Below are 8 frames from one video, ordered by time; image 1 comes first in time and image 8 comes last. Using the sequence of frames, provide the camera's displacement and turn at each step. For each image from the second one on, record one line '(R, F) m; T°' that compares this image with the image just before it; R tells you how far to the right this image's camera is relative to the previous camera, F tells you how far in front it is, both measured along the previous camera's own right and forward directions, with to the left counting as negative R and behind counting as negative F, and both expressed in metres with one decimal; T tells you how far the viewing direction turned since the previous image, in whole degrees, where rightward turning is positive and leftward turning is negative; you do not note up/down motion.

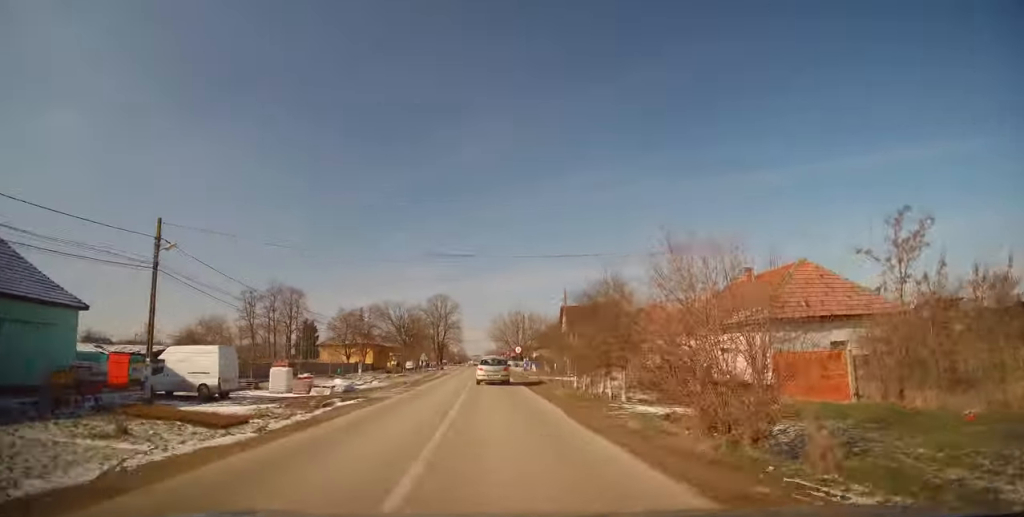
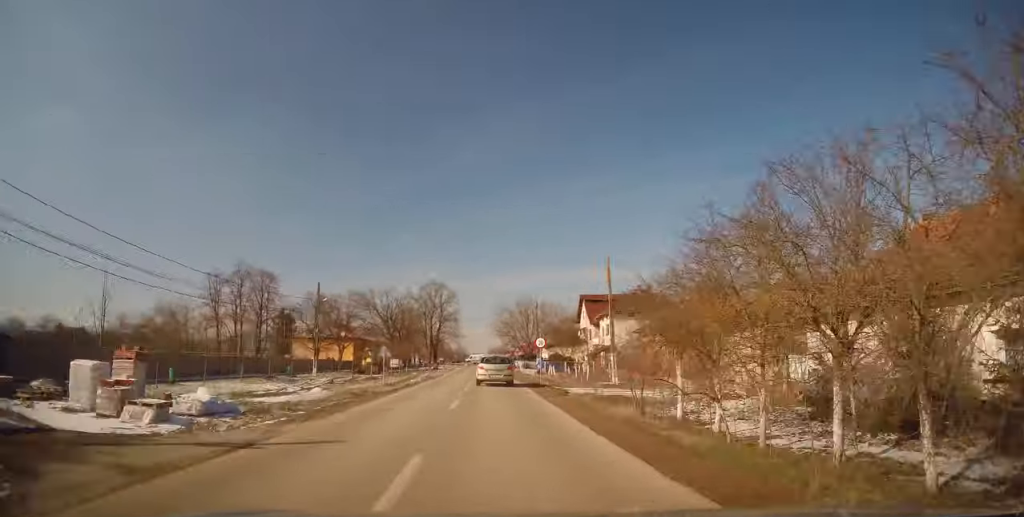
(+0.2, +17.5) m; 0°
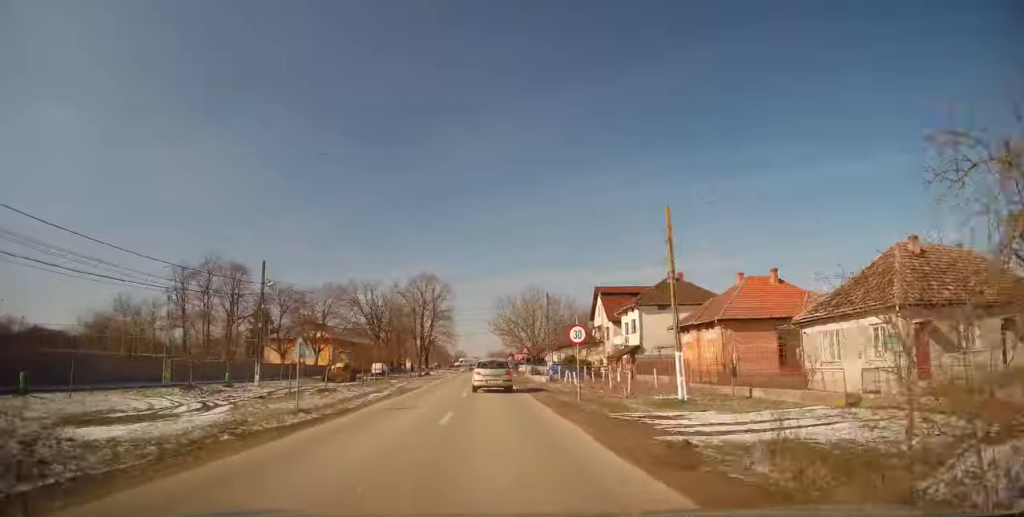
(-0.1, +11.9) m; 0°
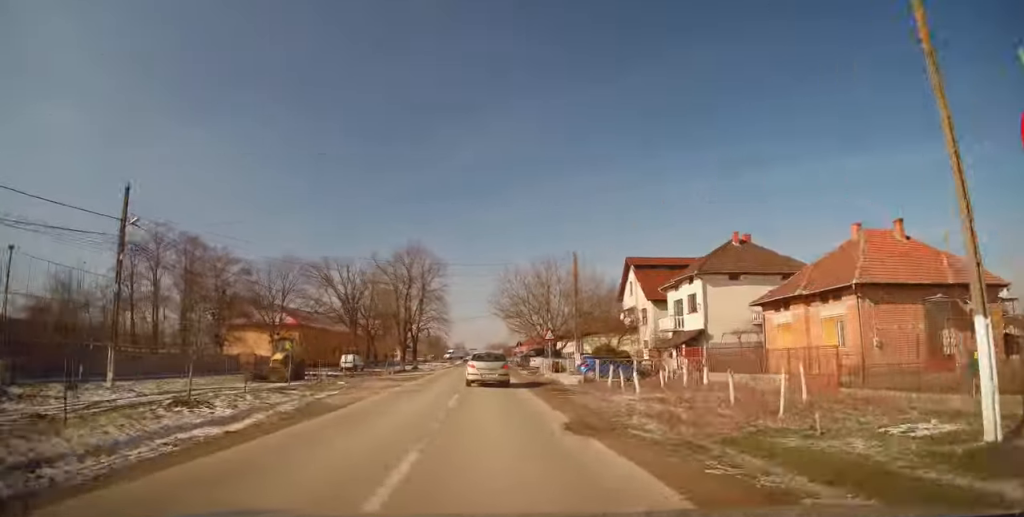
(-0.1, +15.3) m; 0°
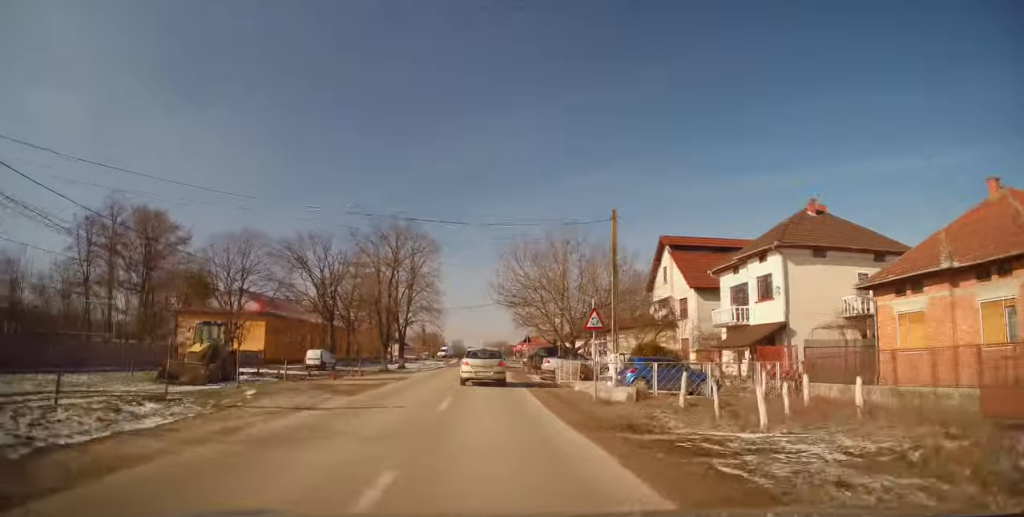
(+0.2, +10.5) m; 0°
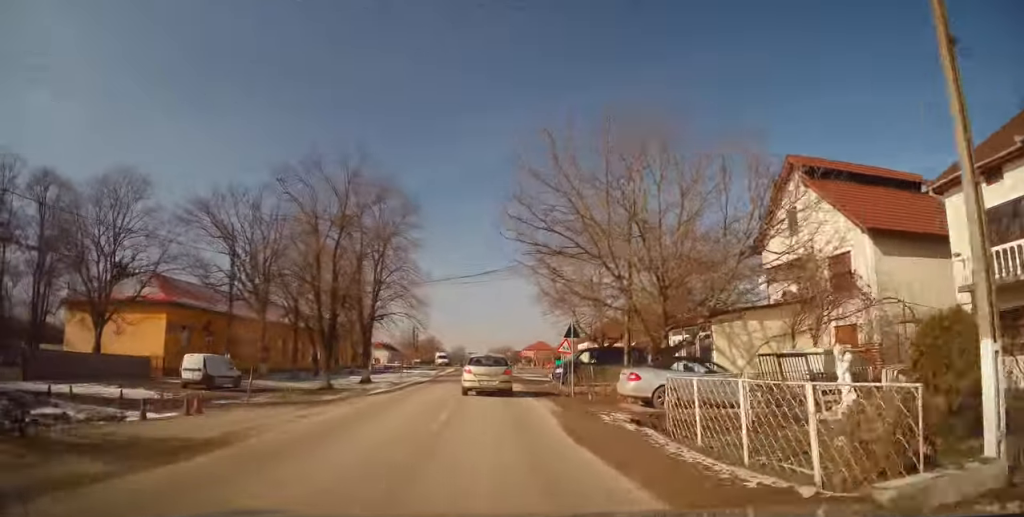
(-0.4, +19.1) m; 0°
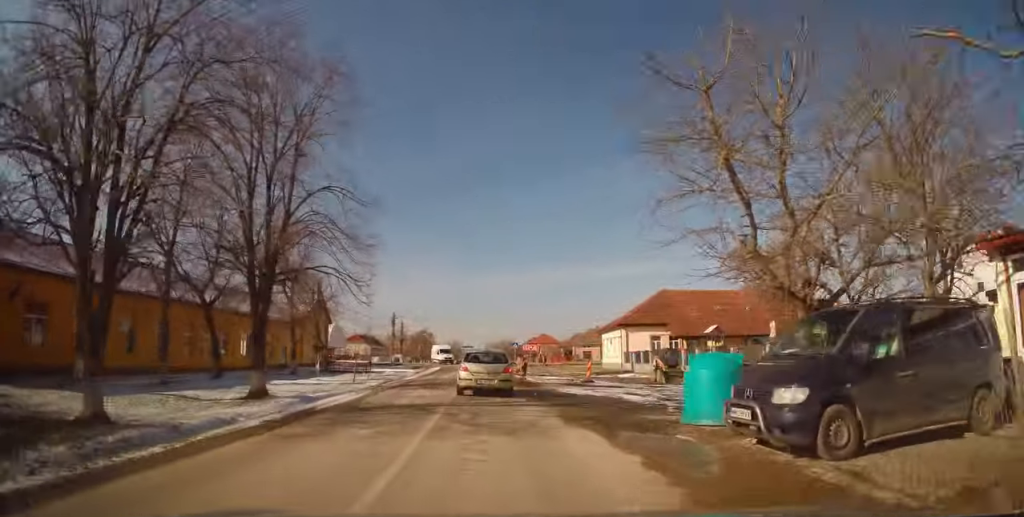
(+0.2, +19.2) m; 0°
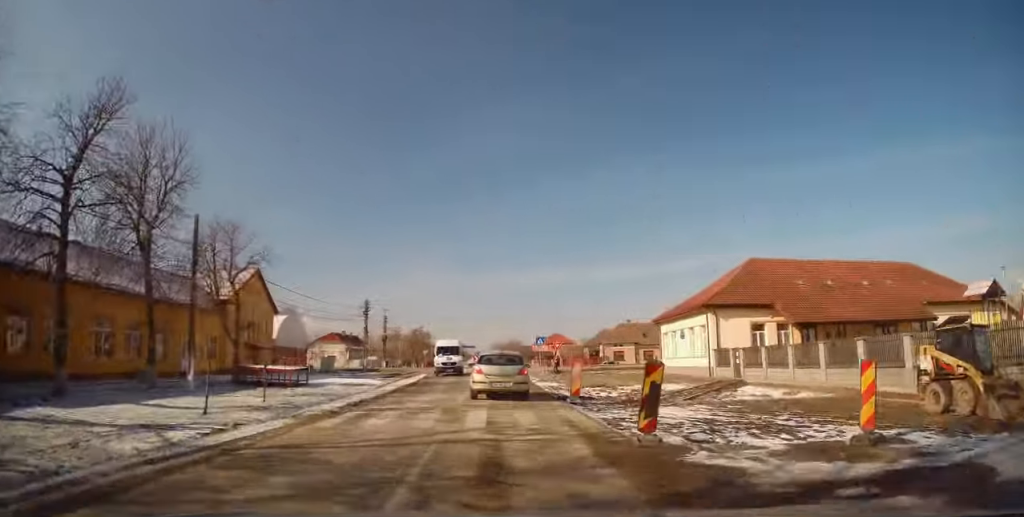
(+0.2, +22.5) m; +1°
